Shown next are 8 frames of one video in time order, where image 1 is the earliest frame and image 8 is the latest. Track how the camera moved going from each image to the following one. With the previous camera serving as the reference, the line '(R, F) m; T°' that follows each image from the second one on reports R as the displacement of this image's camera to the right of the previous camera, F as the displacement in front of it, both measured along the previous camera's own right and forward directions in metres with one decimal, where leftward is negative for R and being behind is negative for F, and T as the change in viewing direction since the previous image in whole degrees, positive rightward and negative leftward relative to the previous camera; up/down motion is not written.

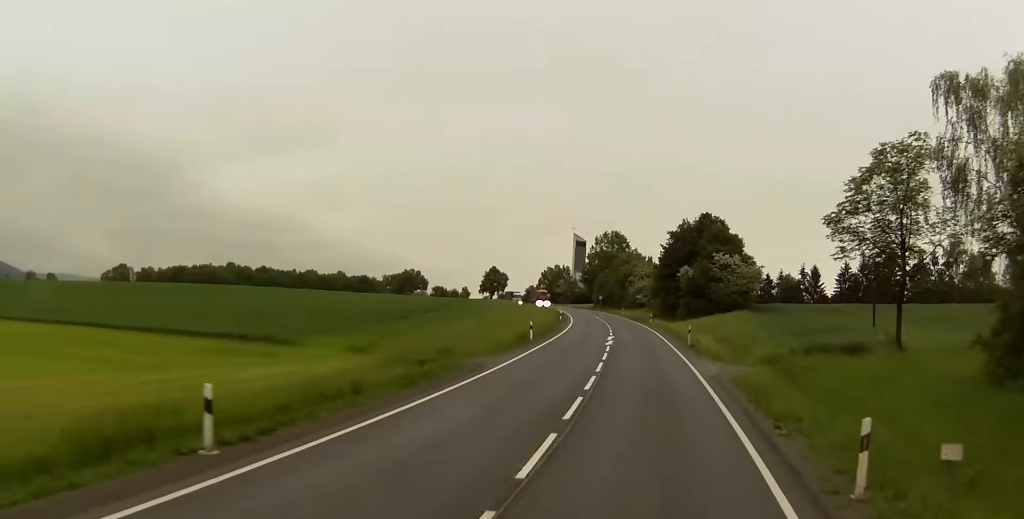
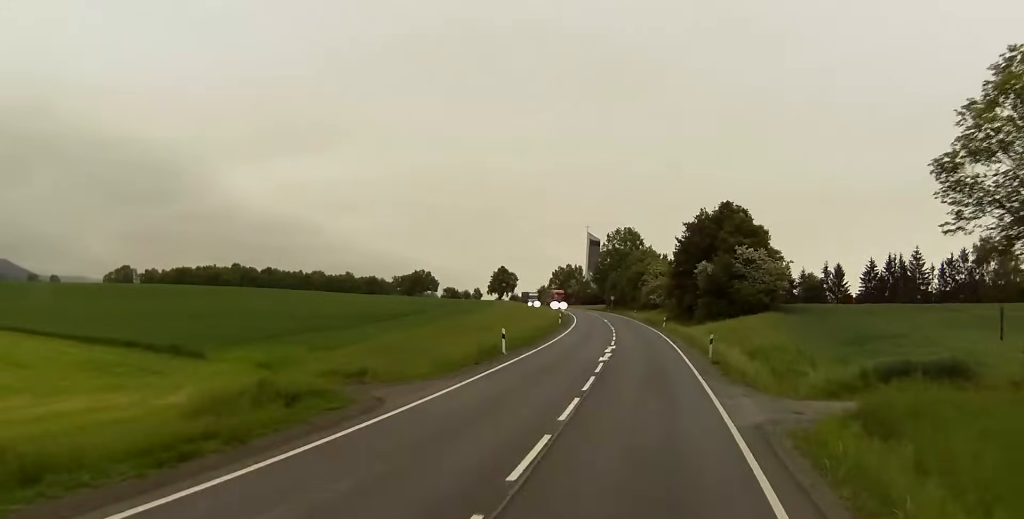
(+0.1, +11.4) m; -1°
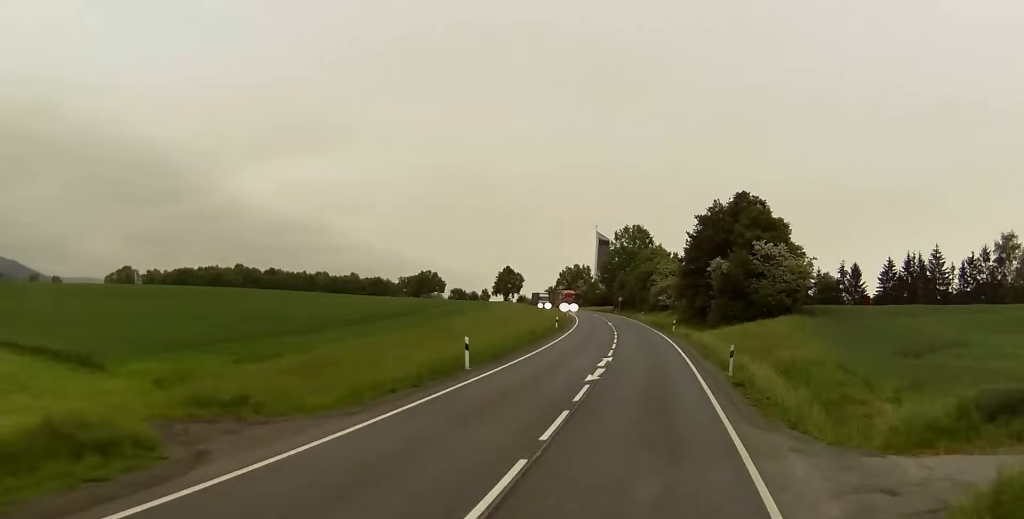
(-0.2, +8.4) m; -1°
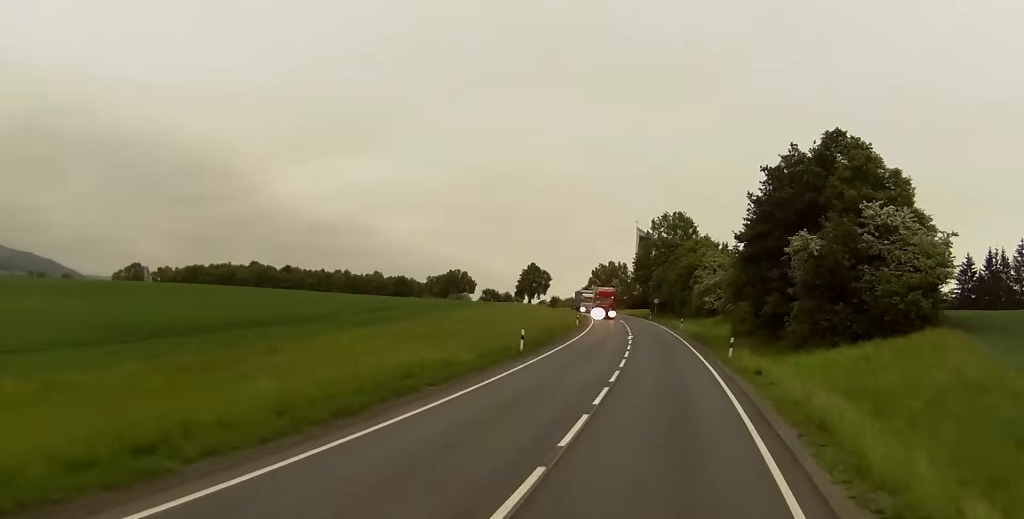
(-1.0, +31.3) m; -4°
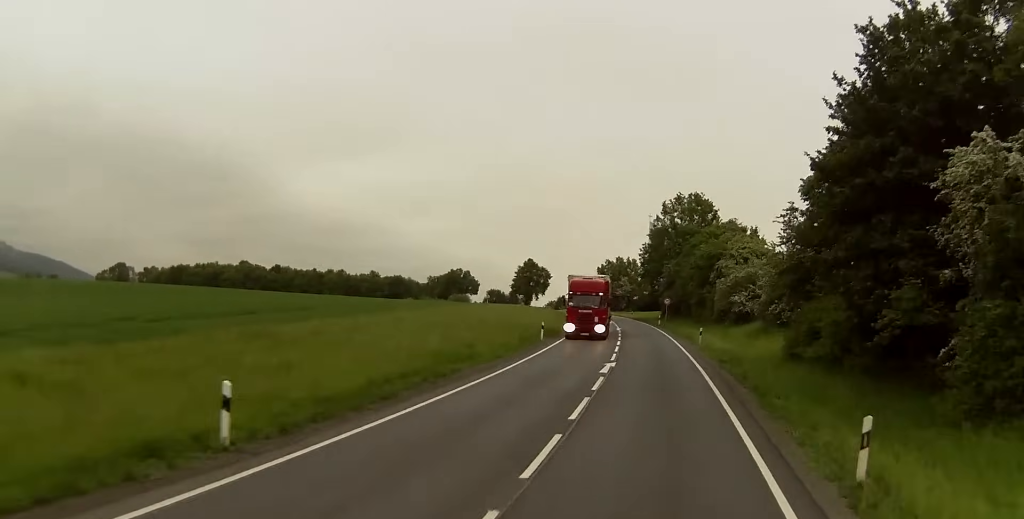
(-0.6, +28.4) m; -1°
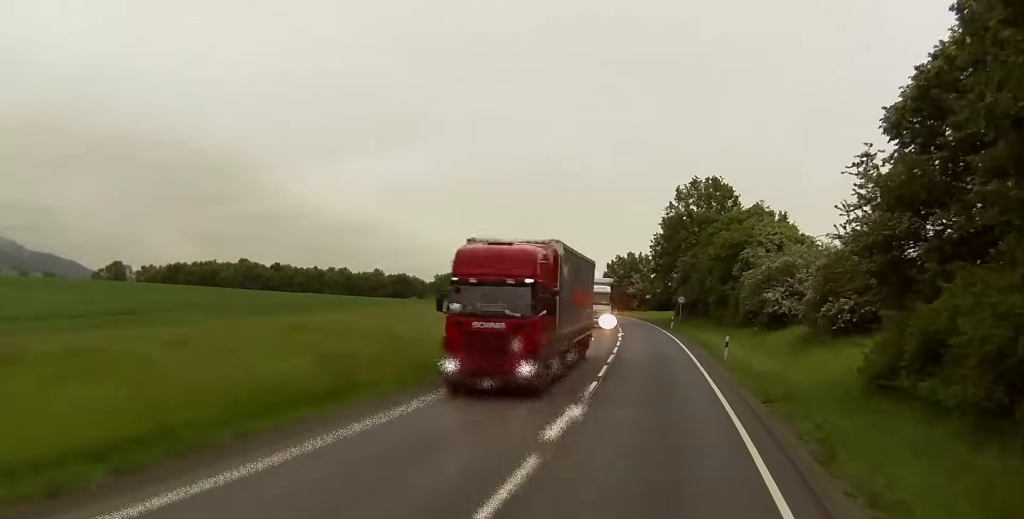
(0.0, +16.2) m; 0°
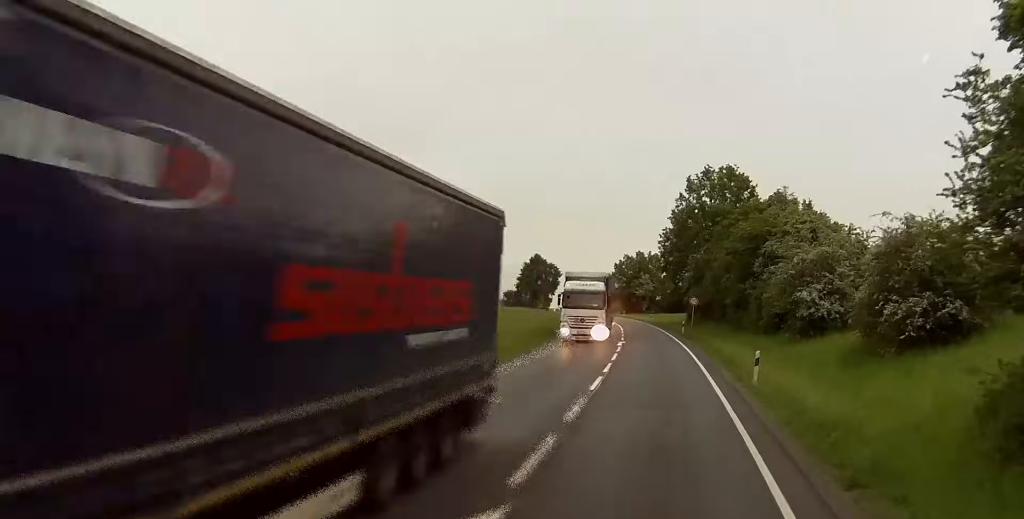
(0.0, +11.2) m; 0°
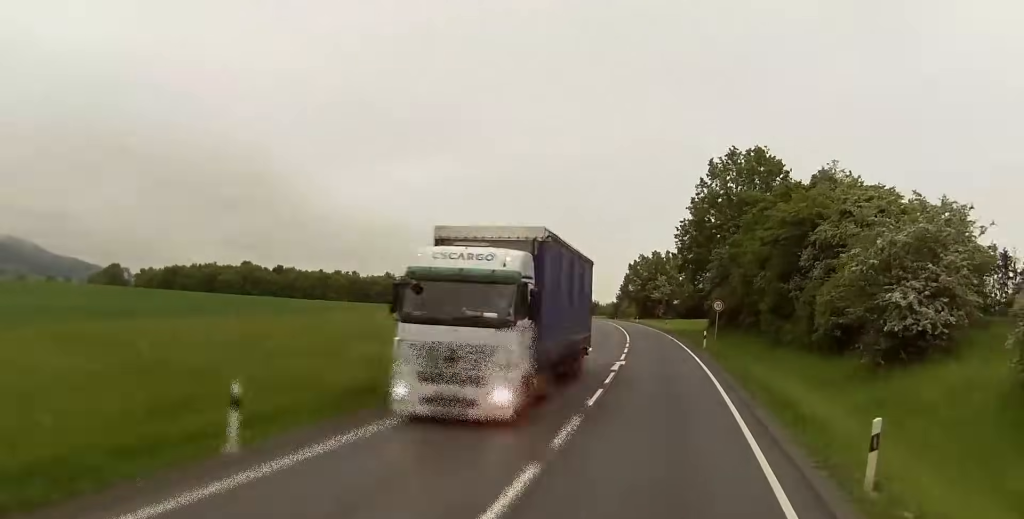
(-0.1, +17.0) m; -2°
